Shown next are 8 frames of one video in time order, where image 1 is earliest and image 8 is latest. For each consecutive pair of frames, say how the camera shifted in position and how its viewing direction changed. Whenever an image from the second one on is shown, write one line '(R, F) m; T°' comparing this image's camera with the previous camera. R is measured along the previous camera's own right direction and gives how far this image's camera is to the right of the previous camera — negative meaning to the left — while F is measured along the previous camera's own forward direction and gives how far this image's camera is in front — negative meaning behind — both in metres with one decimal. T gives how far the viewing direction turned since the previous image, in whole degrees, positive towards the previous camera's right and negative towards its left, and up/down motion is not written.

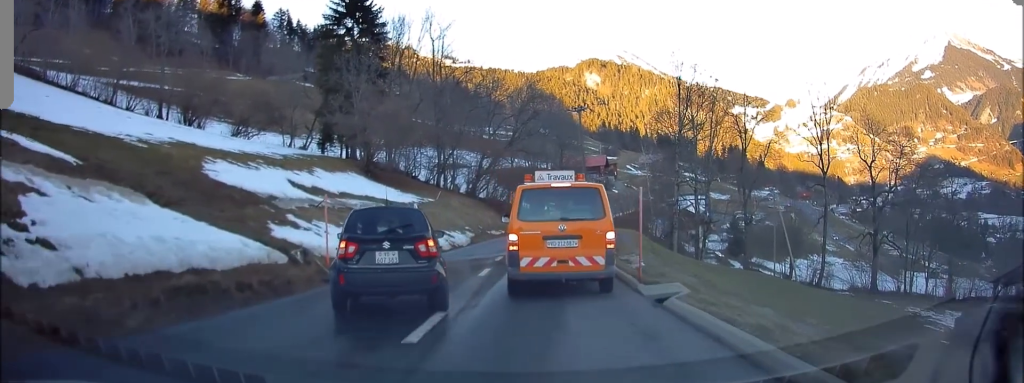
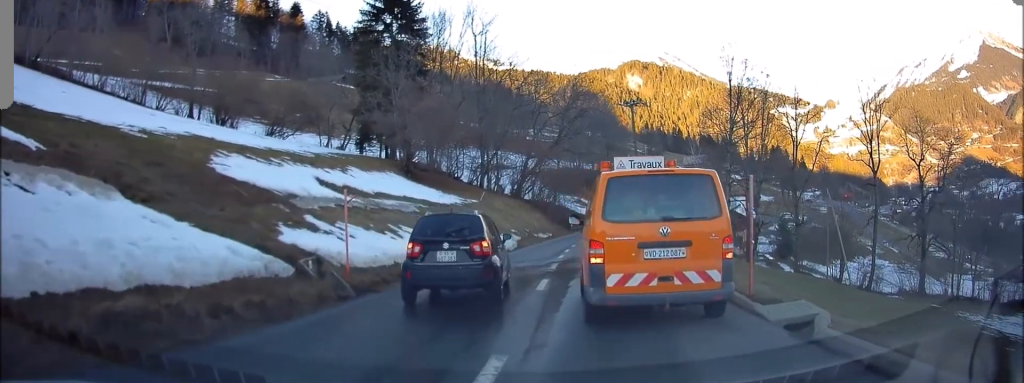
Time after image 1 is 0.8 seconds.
(-0.2, +2.5) m; -4°
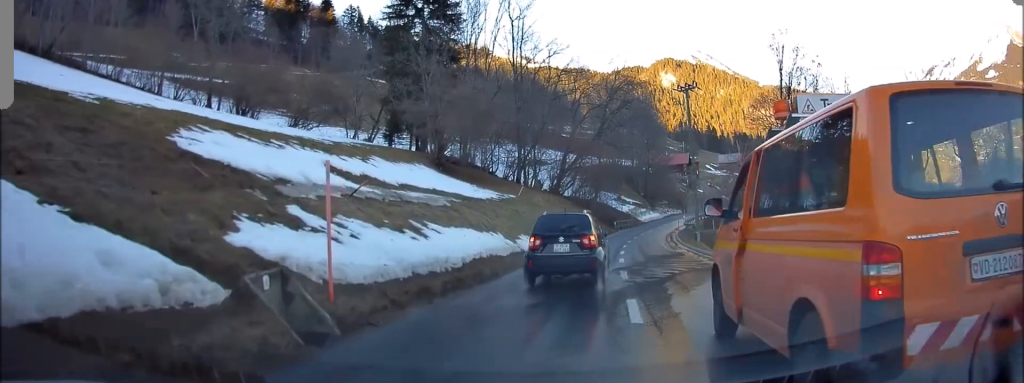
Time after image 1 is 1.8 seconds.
(-0.1, +3.8) m; -2°
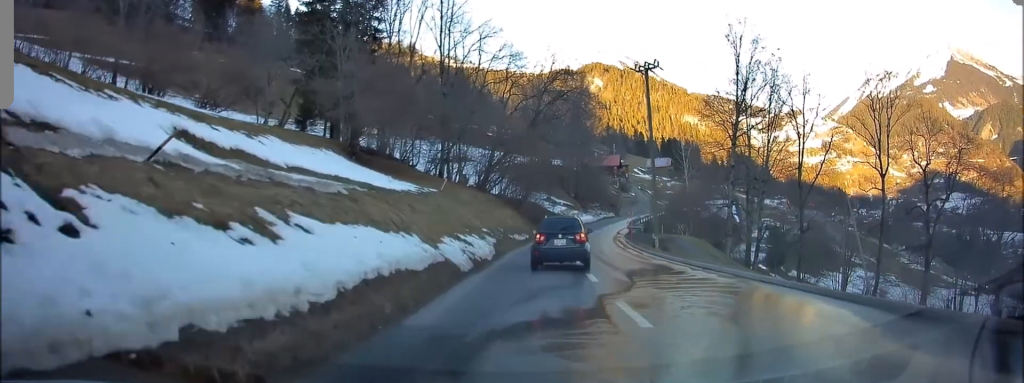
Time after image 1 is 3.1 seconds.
(0.0, +5.5) m; +2°
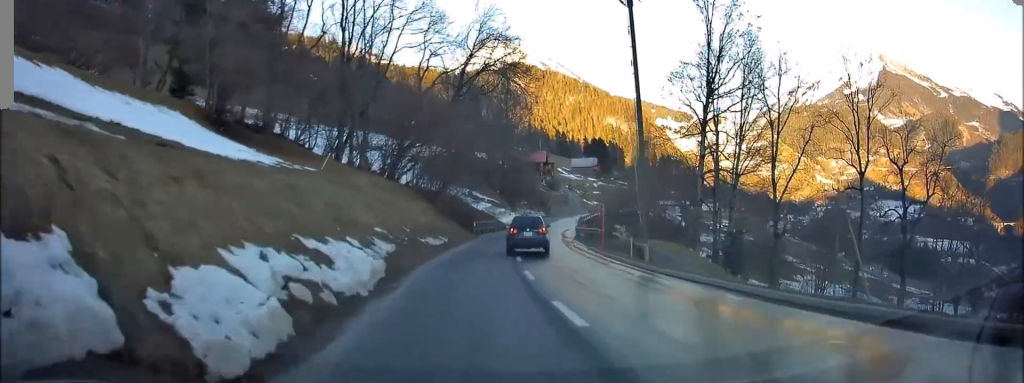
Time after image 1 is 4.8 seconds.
(+1.0, +10.1) m; +10°
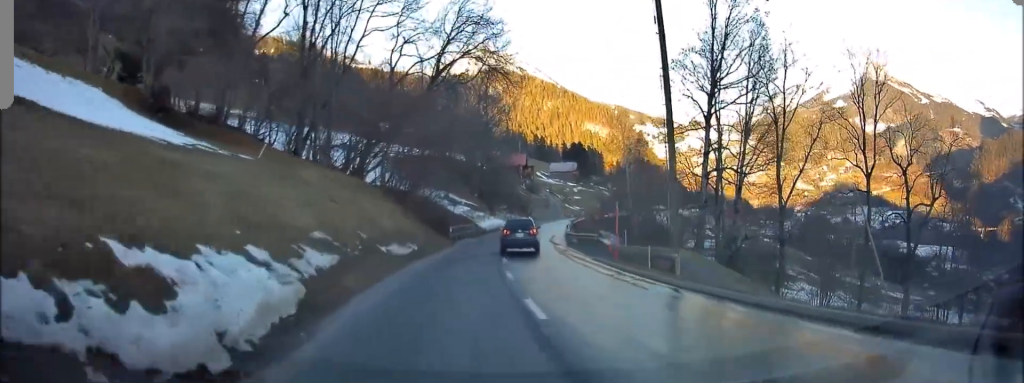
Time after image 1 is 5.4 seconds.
(+0.1, +4.4) m; +3°
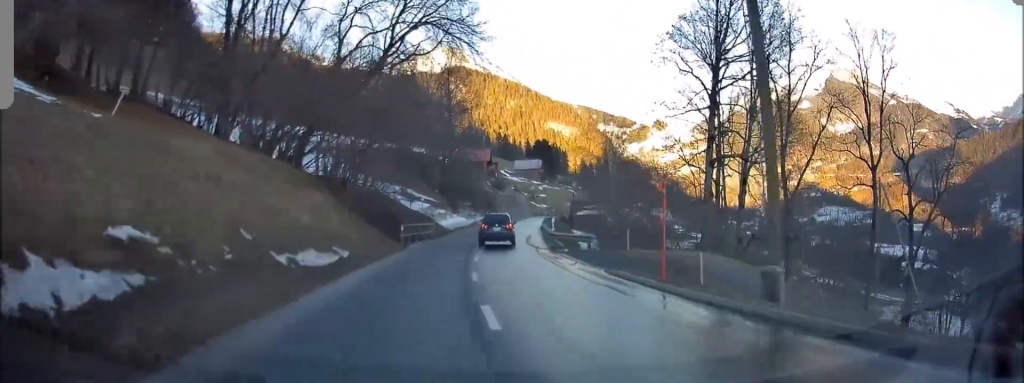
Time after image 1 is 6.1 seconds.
(0.0, +6.0) m; +3°
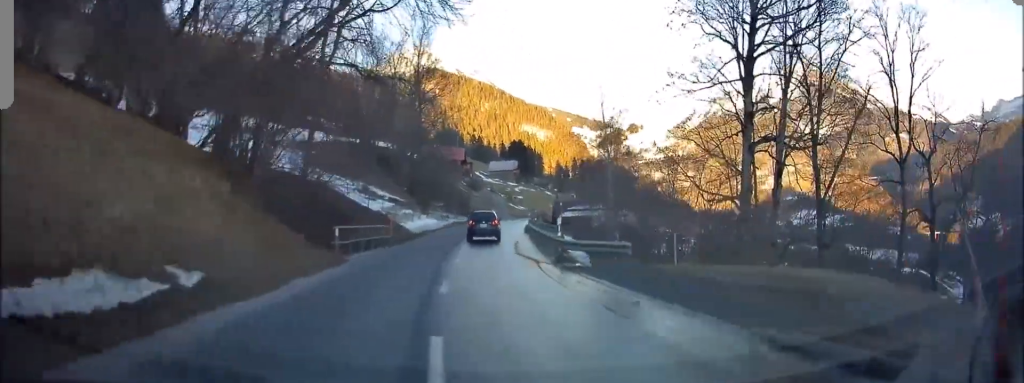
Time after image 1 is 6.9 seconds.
(+0.4, +8.0) m; +3°
